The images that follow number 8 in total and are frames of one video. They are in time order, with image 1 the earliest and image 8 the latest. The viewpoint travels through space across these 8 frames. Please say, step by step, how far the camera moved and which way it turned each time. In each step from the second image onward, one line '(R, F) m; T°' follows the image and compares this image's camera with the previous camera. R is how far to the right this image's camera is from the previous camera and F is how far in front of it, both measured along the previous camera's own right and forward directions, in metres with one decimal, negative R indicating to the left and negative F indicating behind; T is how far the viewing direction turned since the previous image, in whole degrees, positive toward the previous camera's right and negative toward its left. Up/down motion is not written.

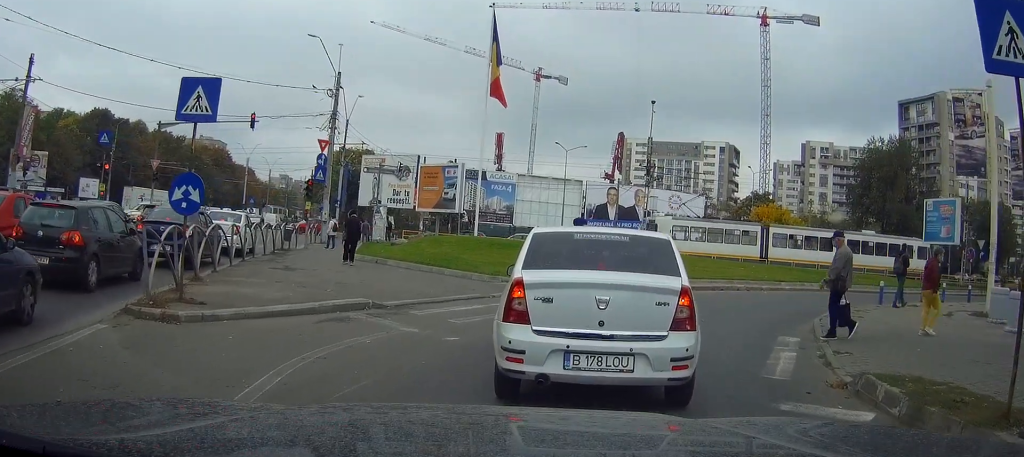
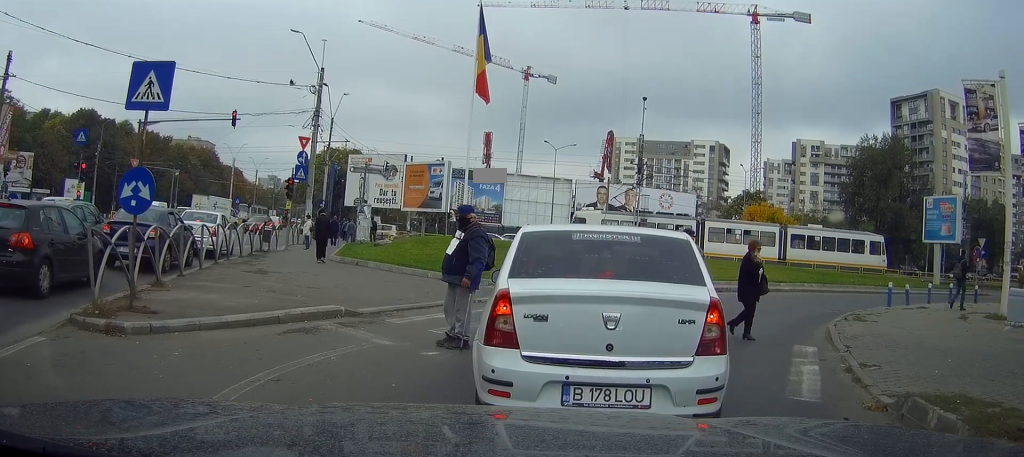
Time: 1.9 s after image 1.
(-0.1, +1.9) m; 0°
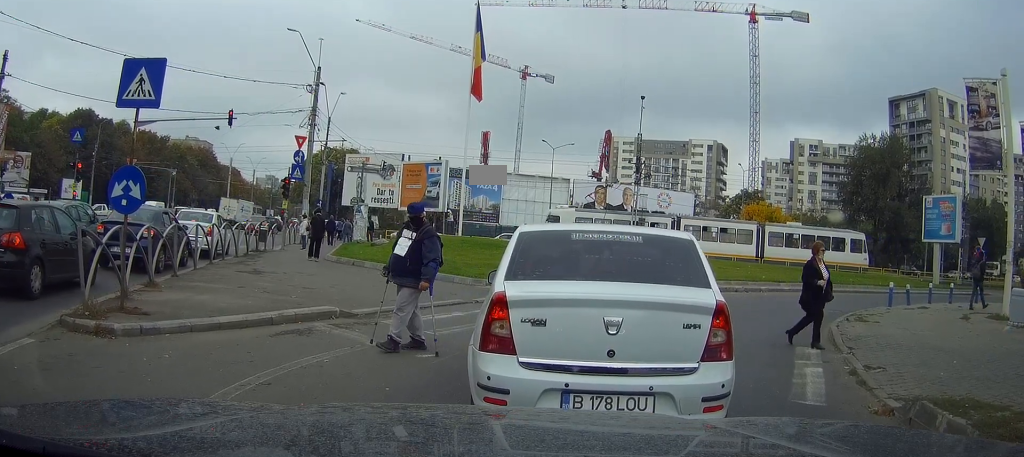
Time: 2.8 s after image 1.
(-0.2, +0.6) m; 0°
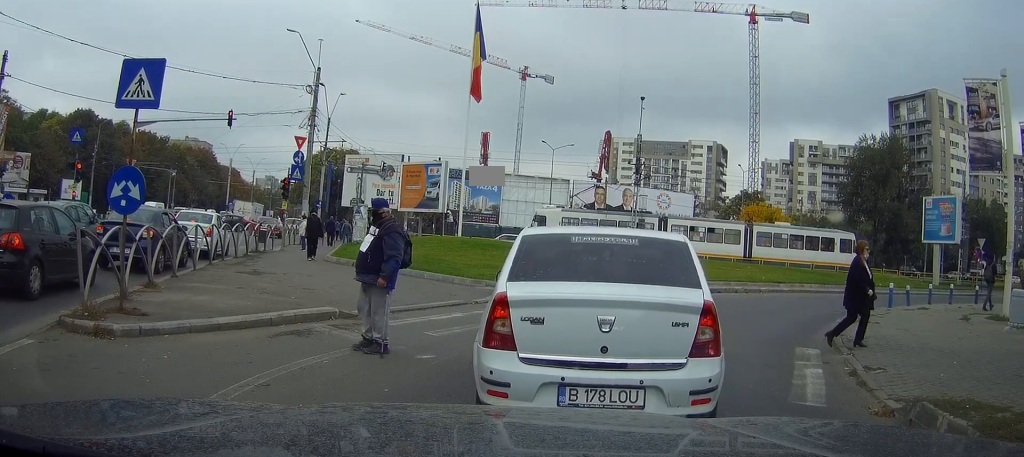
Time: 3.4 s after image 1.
(-0.1, +0.2) m; 0°
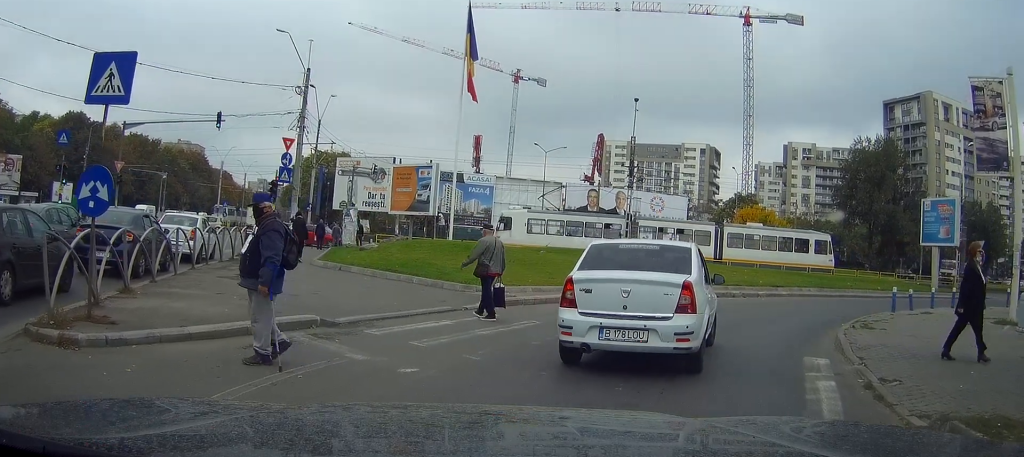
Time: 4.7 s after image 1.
(+0.2, +0.8) m; +2°
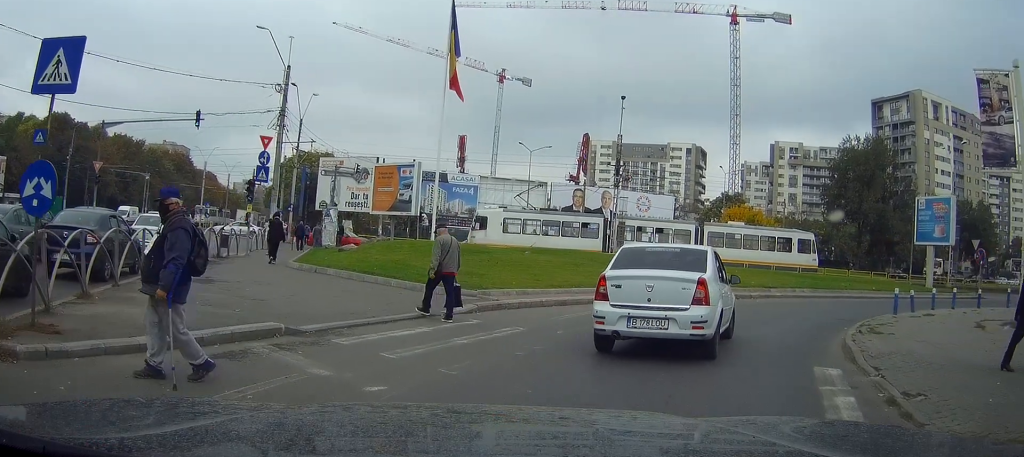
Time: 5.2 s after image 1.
(0.0, +0.7) m; +5°
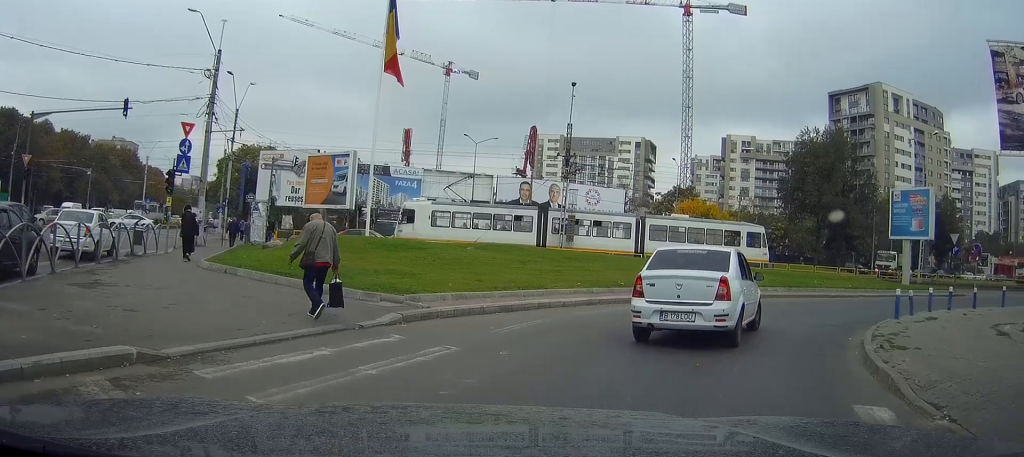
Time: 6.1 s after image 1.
(+0.1, +2.1) m; +7°
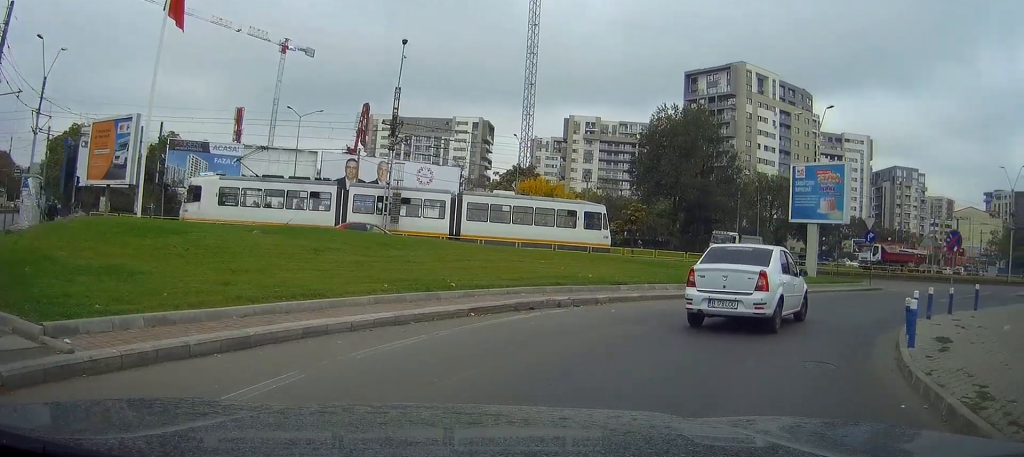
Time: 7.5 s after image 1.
(+0.6, +6.0) m; +11°
